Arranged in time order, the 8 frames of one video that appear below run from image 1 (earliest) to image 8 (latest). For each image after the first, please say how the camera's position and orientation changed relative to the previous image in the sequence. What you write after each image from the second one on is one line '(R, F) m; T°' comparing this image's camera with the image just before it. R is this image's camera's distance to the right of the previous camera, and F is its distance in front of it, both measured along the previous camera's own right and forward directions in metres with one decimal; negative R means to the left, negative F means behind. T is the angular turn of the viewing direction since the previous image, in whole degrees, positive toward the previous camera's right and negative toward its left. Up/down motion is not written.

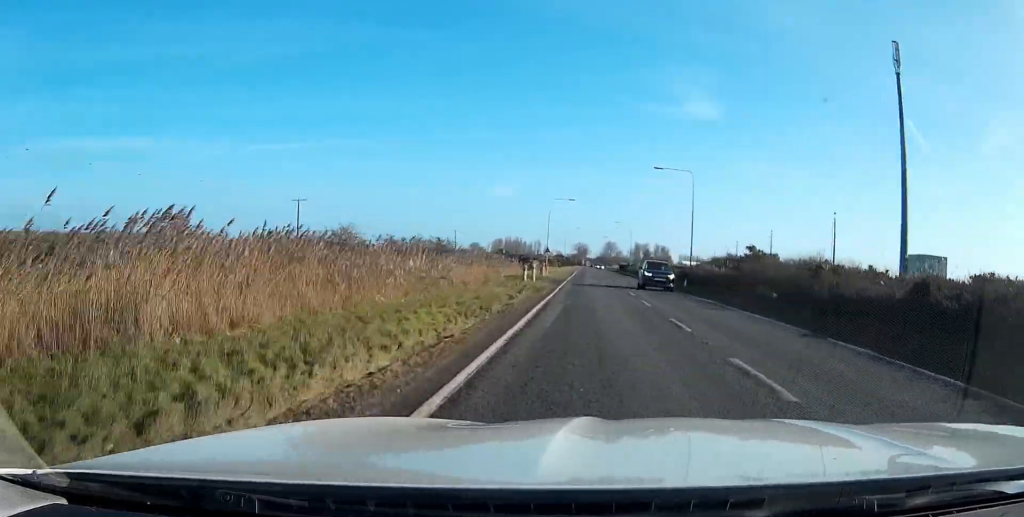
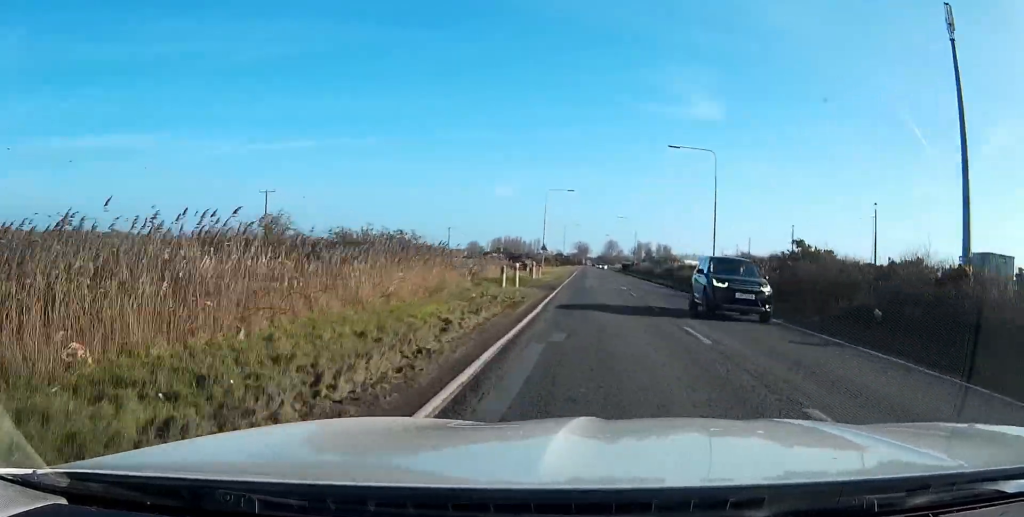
(0.0, +10.9) m; 0°
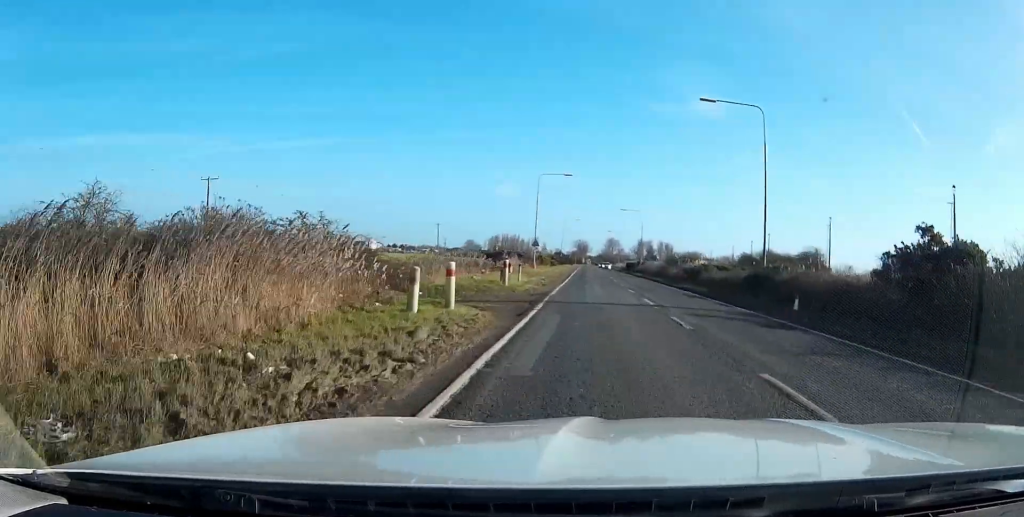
(0.0, +15.9) m; 0°
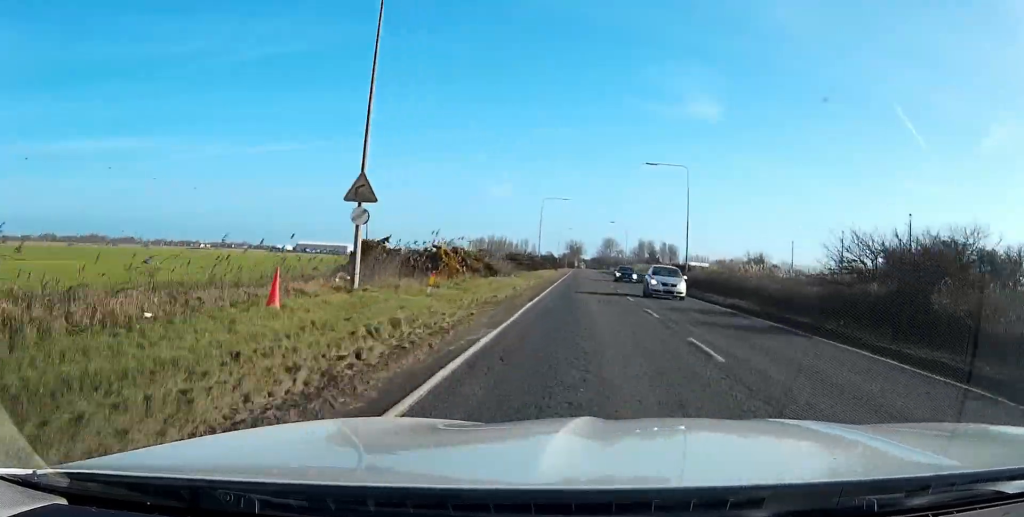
(+0.1, +57.8) m; 0°
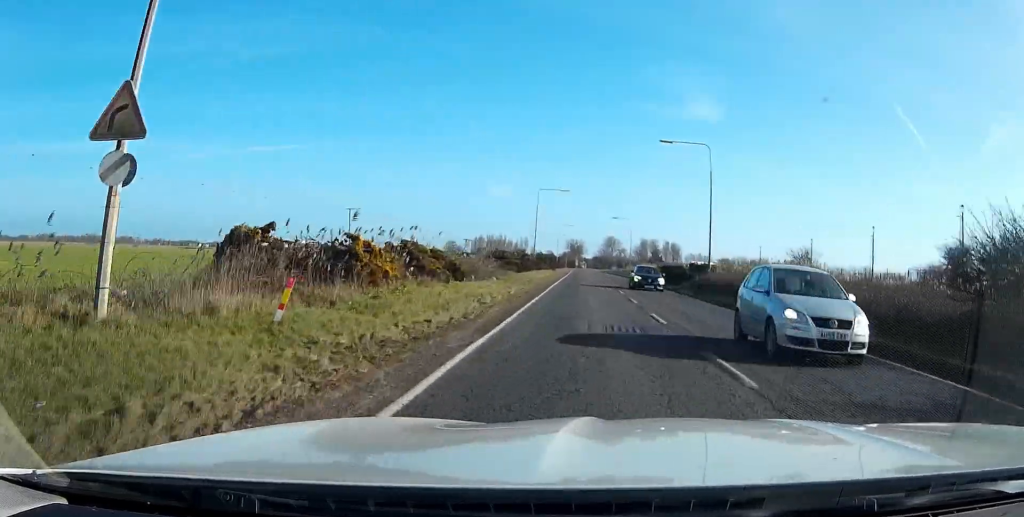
(+0.1, +11.4) m; 0°
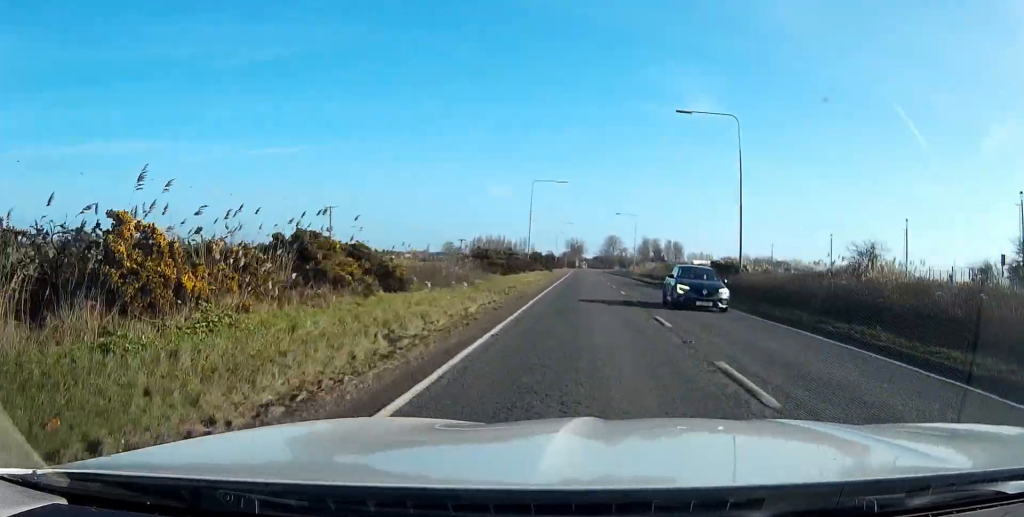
(+0.1, +9.8) m; 0°
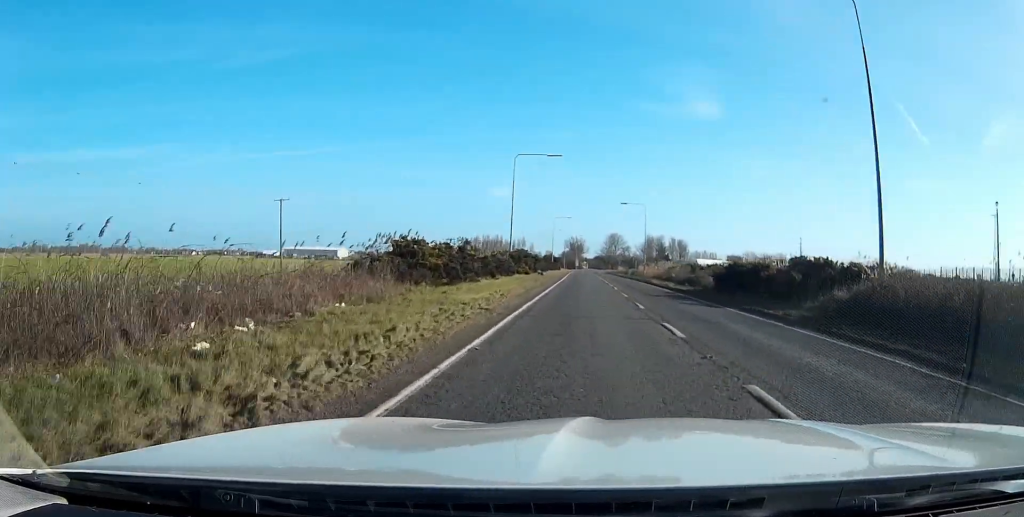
(-0.1, +18.8) m; 0°
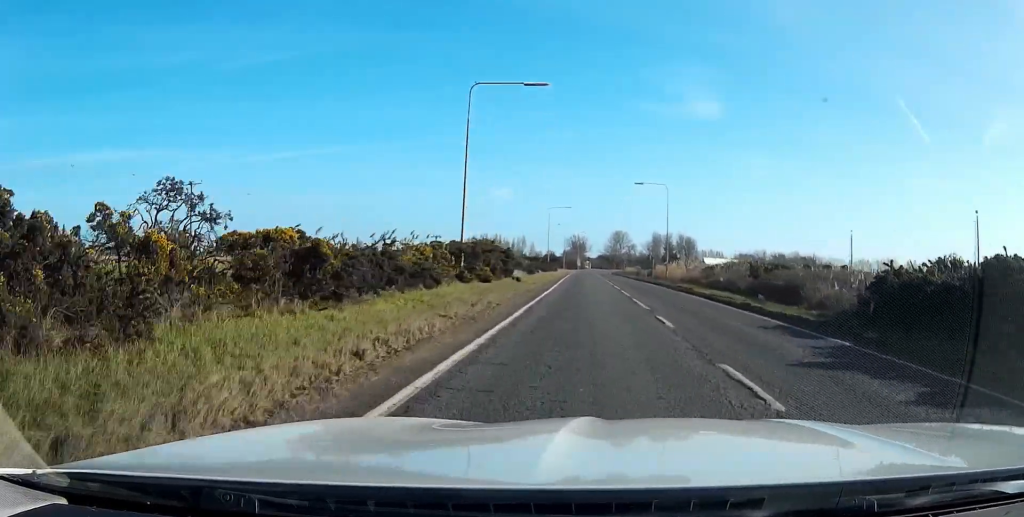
(0.0, +24.4) m; 0°
